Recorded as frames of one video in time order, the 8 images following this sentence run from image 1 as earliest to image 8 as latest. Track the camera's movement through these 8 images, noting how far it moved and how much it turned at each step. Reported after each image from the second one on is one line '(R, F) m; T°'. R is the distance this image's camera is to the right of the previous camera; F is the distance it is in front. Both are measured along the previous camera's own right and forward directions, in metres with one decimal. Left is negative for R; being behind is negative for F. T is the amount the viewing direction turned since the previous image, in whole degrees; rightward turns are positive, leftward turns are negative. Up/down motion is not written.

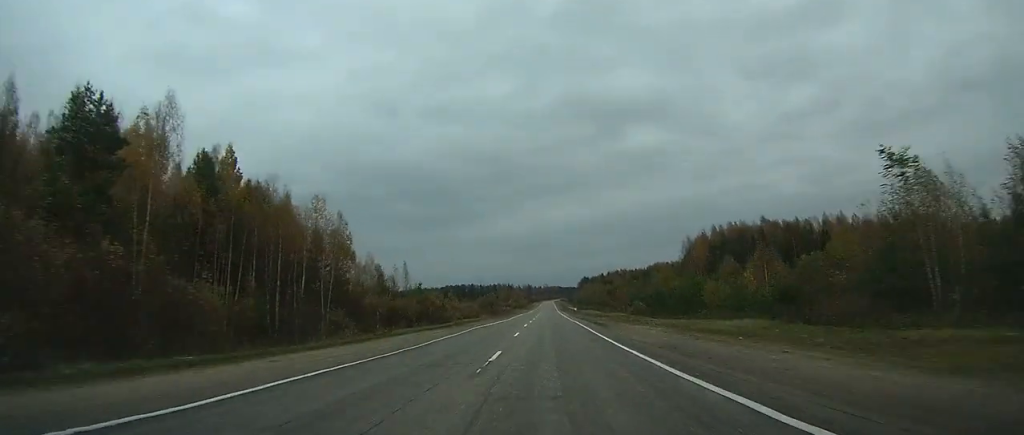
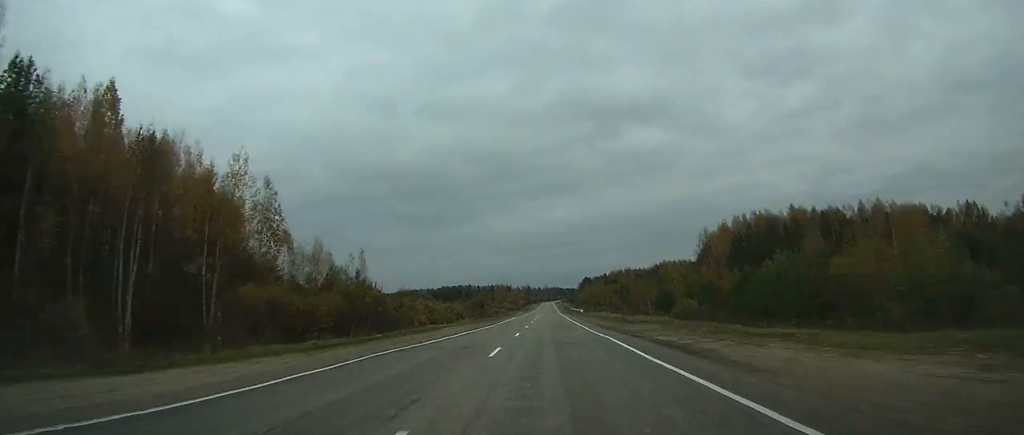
(0.0, +23.2) m; 0°
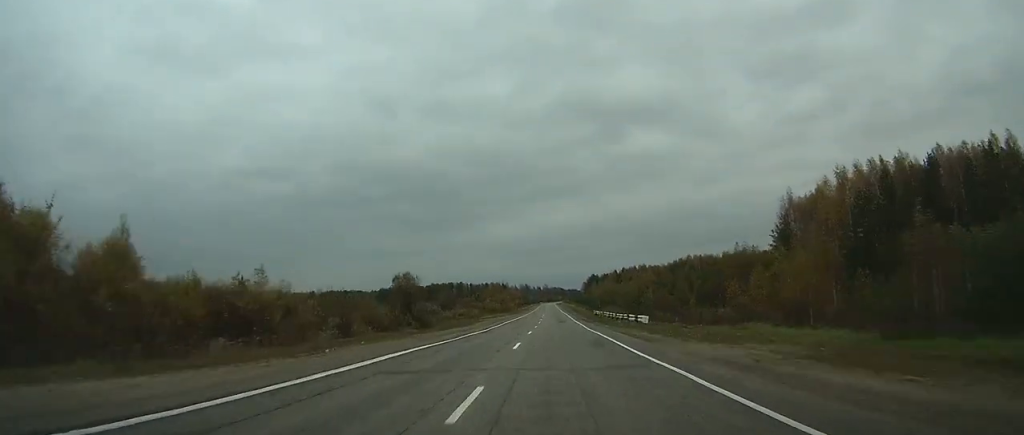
(0.0, +65.0) m; 0°
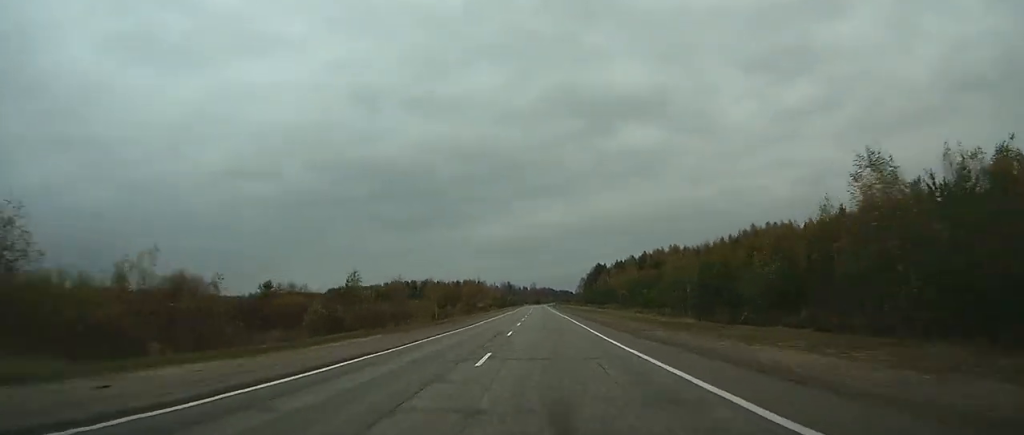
(+0.8, +127.9) m; +1°
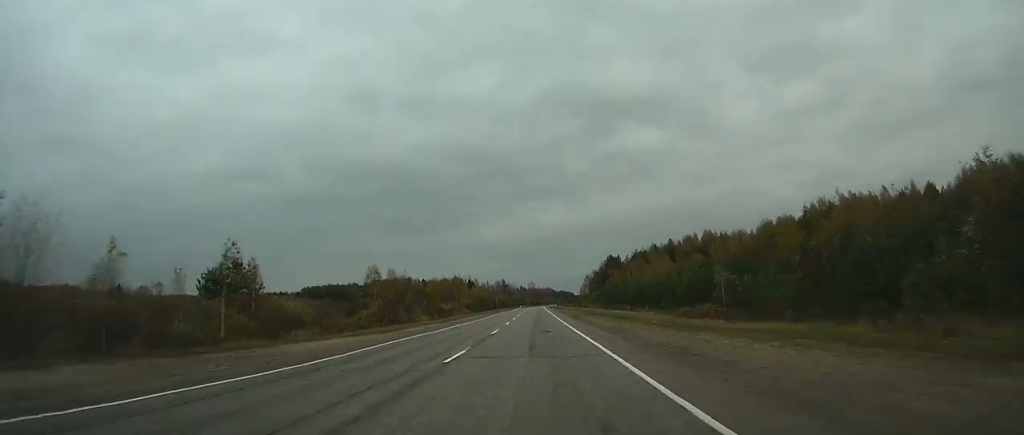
(+0.1, +58.9) m; 0°
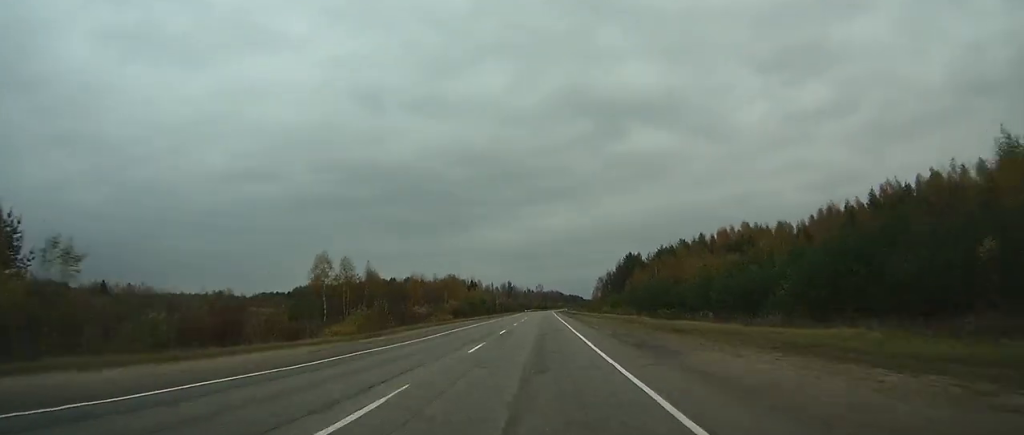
(0.0, +31.8) m; 0°
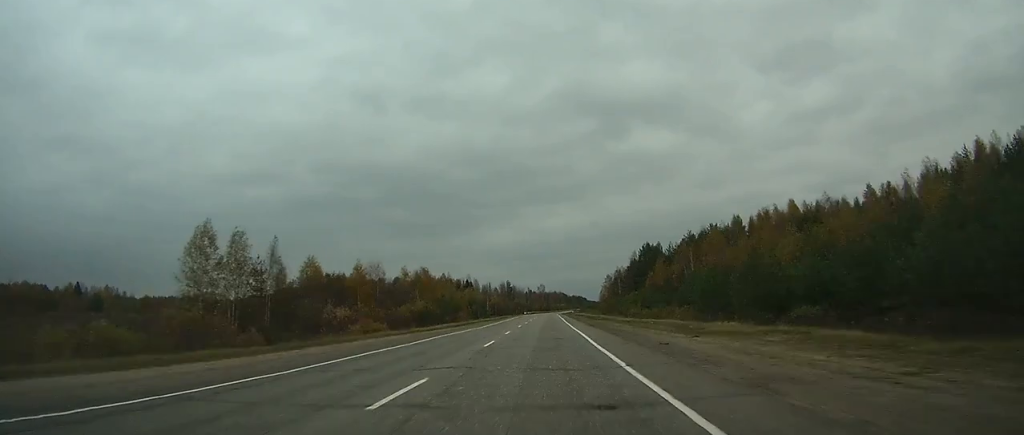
(-0.1, +32.4) m; 0°
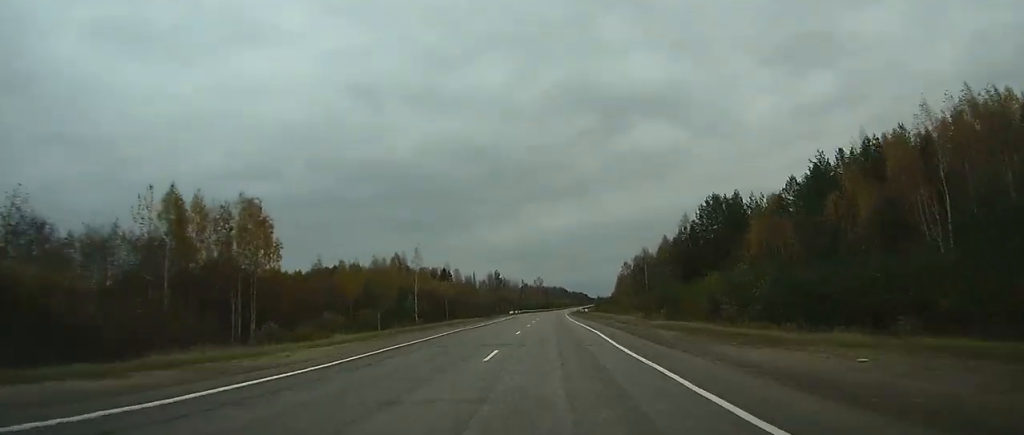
(-0.1, +71.7) m; 0°
